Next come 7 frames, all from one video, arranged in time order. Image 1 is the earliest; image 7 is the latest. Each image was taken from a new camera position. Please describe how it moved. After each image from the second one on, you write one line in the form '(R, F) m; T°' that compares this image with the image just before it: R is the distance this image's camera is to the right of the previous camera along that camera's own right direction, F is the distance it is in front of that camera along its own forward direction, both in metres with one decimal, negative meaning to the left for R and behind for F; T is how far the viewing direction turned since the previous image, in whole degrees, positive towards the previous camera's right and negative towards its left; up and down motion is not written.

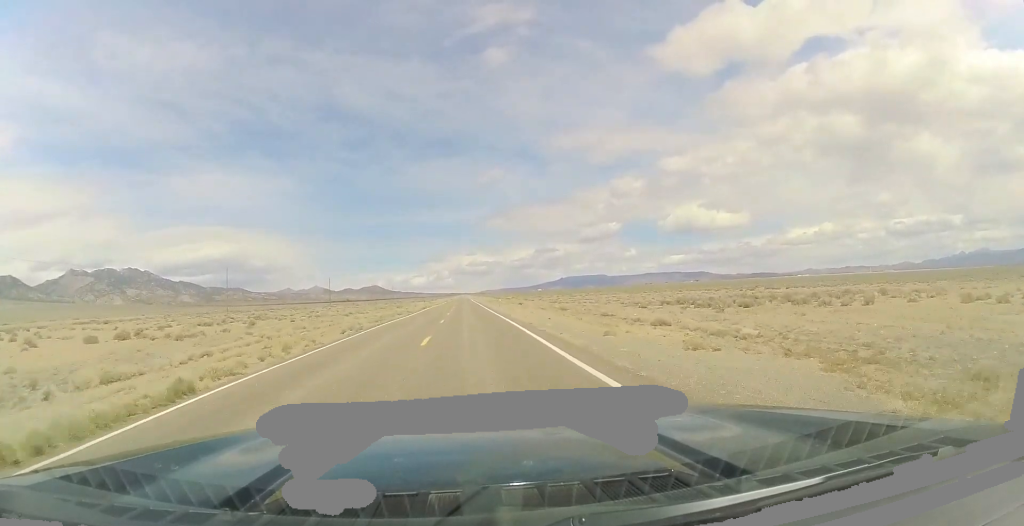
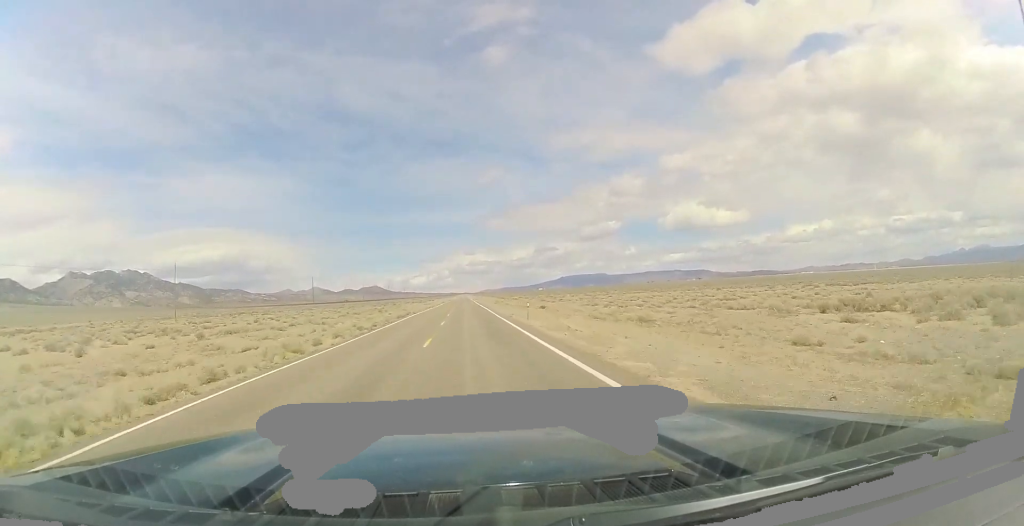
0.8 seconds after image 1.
(+0.2, +26.9) m; 0°
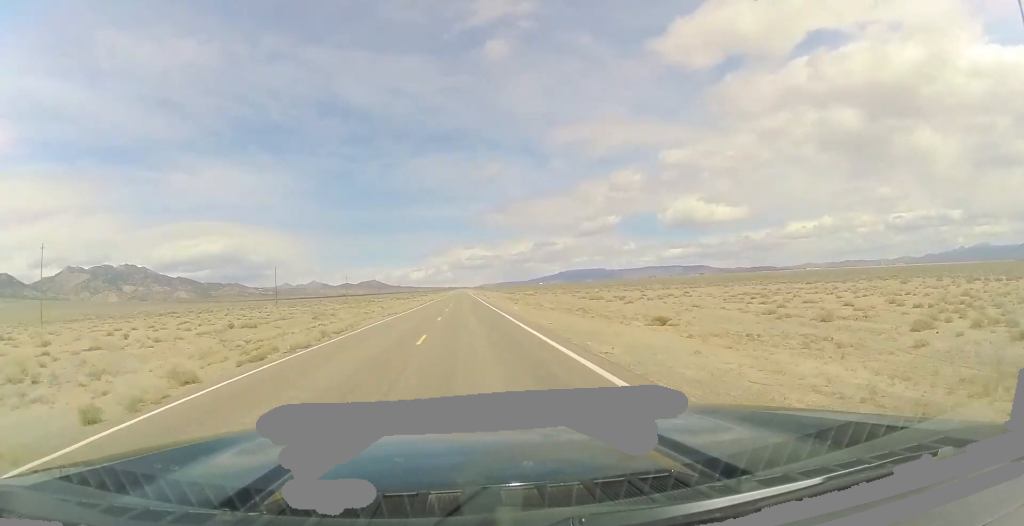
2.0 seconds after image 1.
(+0.1, +42.4) m; -1°
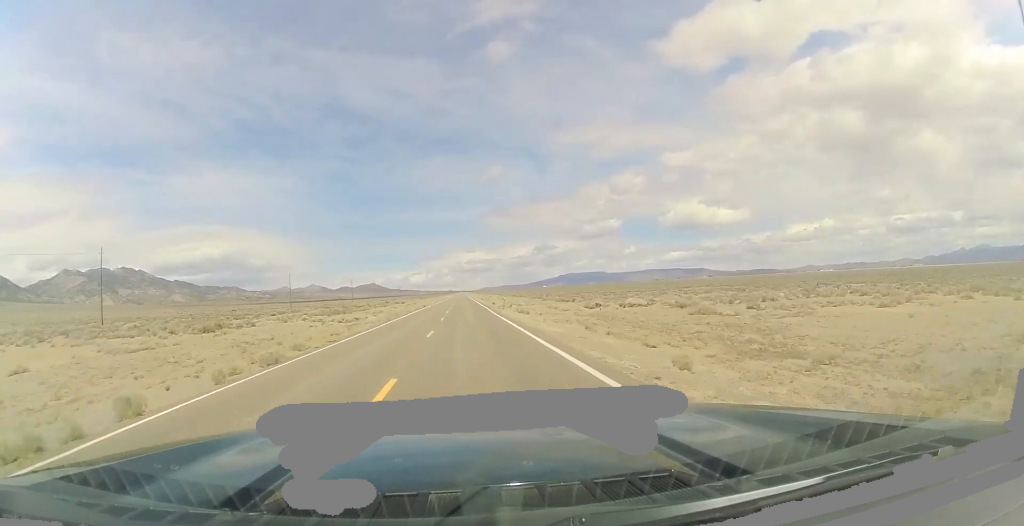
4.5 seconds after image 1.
(-0.8, +90.9) m; +1°
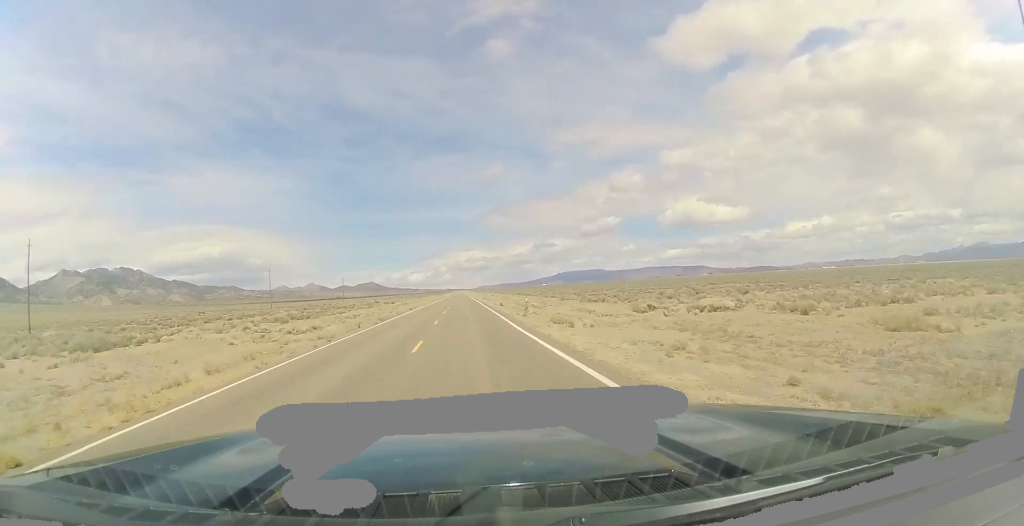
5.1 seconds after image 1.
(+0.2, +19.0) m; +1°
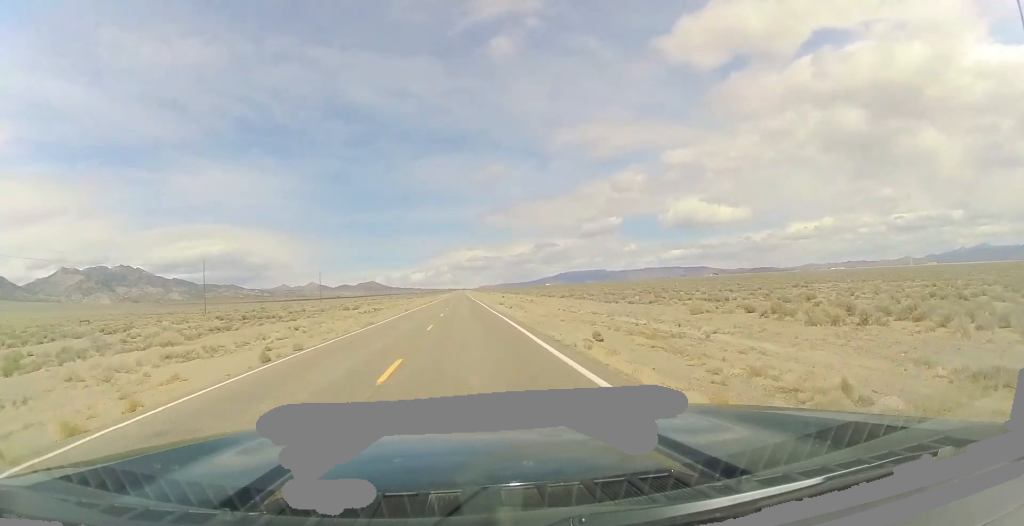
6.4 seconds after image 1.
(+0.4, +46.5) m; -1°
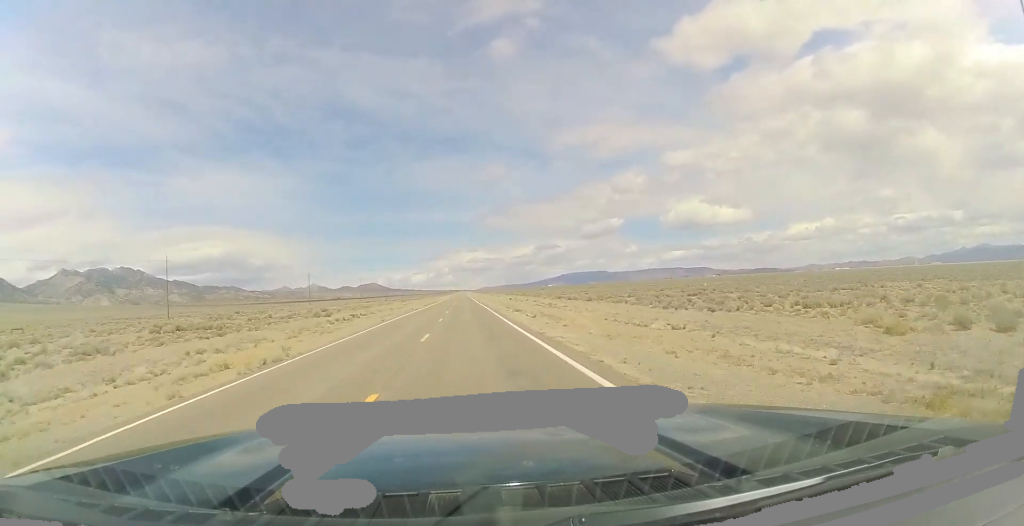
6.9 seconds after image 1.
(-0.5, +17.9) m; 0°
